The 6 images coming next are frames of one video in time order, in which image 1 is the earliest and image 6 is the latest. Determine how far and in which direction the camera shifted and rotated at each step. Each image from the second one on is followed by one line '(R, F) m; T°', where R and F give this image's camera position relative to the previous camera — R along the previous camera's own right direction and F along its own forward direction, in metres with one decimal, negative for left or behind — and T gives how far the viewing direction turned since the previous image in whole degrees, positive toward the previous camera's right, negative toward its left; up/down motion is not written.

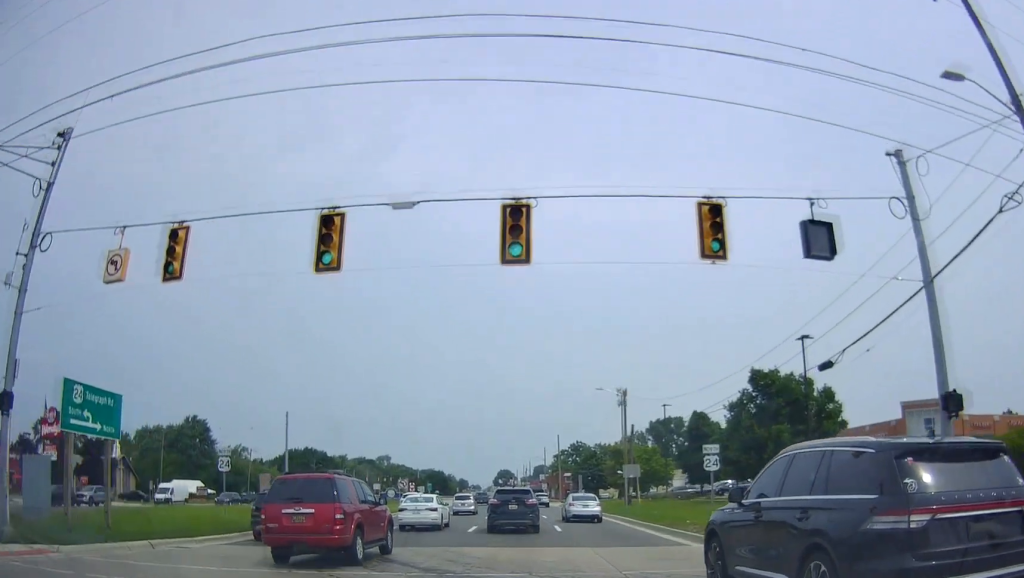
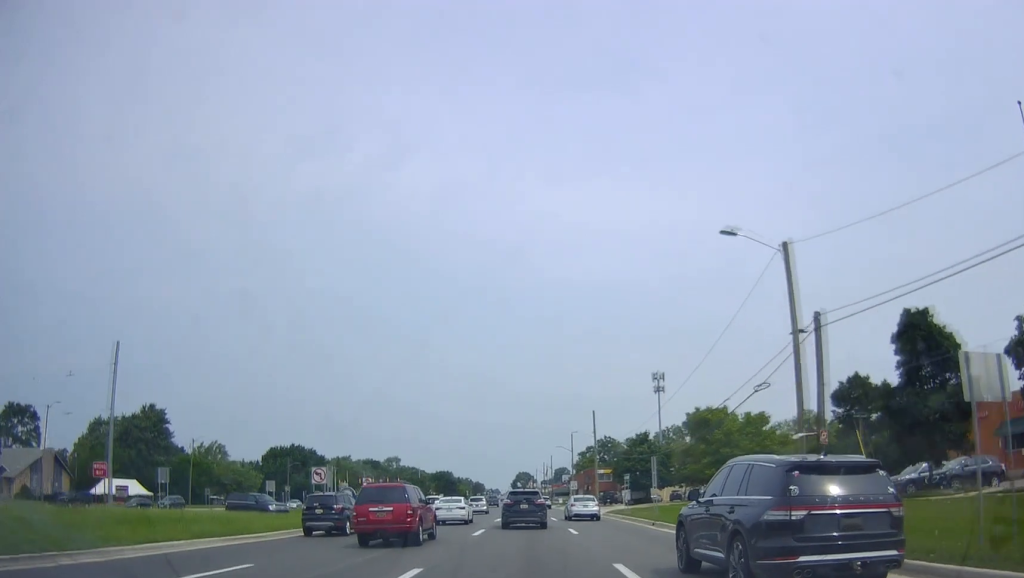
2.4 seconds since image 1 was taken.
(-1.3, +28.7) m; -1°
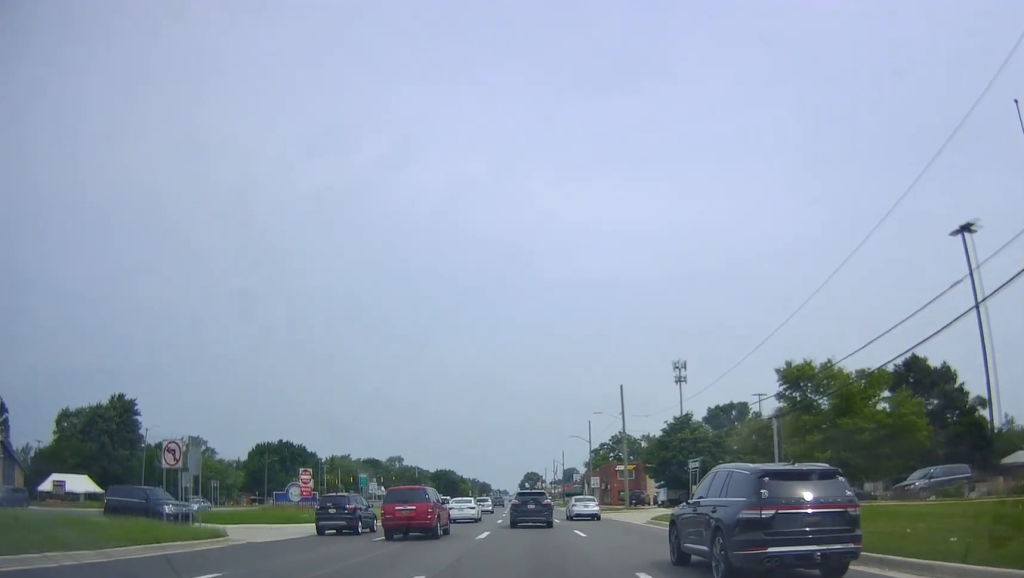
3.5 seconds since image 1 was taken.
(+0.8, +15.2) m; 0°
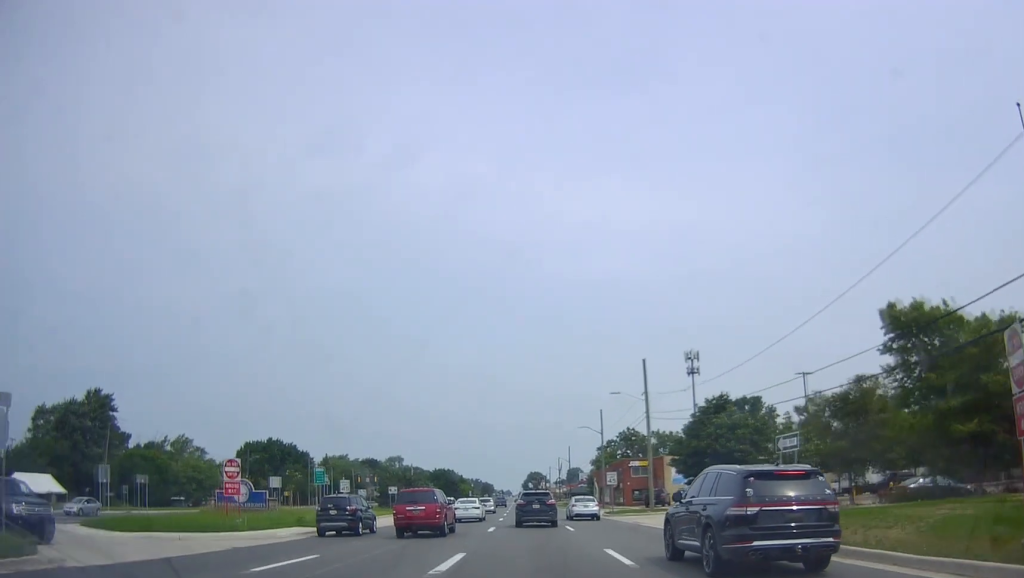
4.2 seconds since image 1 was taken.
(-0.6, +9.7) m; -2°
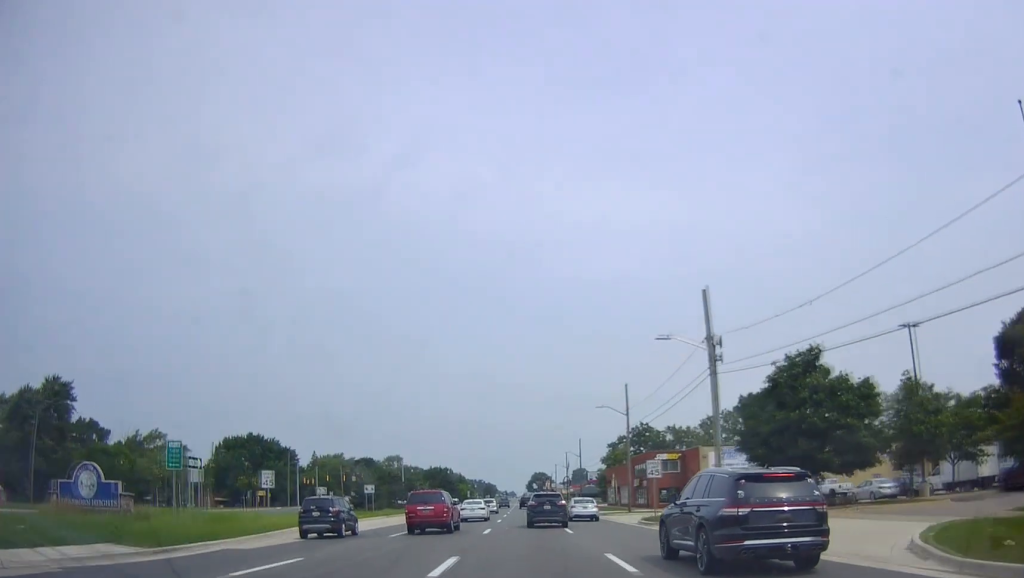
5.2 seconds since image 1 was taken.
(-0.3, +15.2) m; -1°
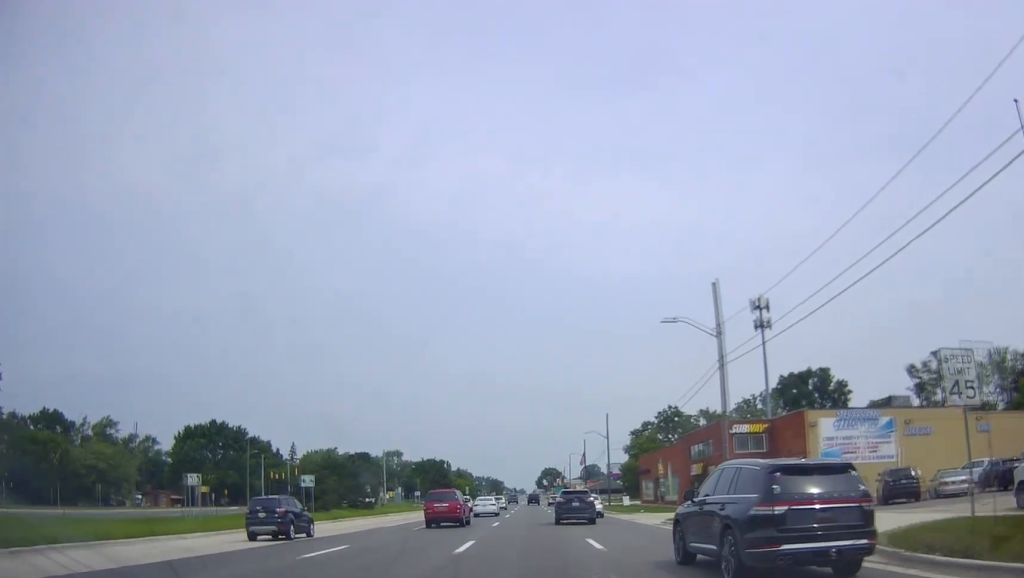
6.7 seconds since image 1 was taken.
(0.0, +24.2) m; -1°
